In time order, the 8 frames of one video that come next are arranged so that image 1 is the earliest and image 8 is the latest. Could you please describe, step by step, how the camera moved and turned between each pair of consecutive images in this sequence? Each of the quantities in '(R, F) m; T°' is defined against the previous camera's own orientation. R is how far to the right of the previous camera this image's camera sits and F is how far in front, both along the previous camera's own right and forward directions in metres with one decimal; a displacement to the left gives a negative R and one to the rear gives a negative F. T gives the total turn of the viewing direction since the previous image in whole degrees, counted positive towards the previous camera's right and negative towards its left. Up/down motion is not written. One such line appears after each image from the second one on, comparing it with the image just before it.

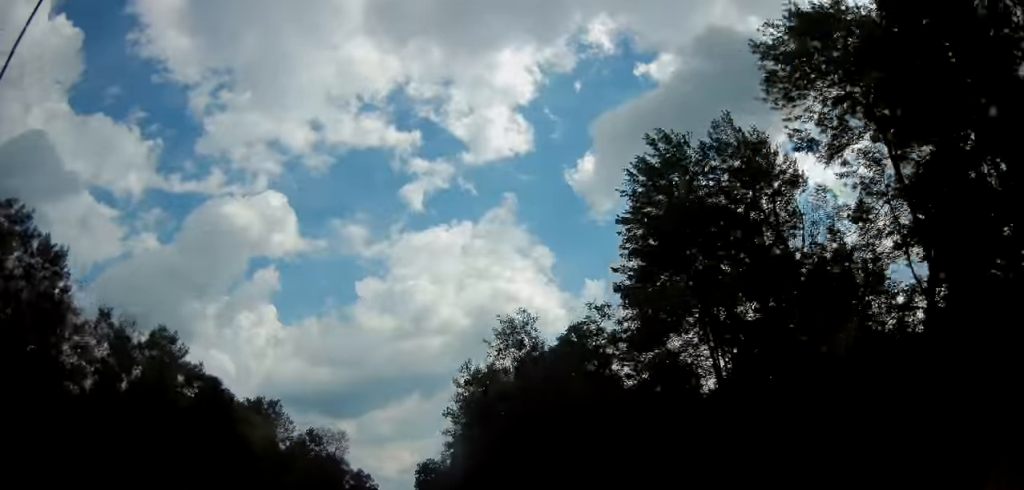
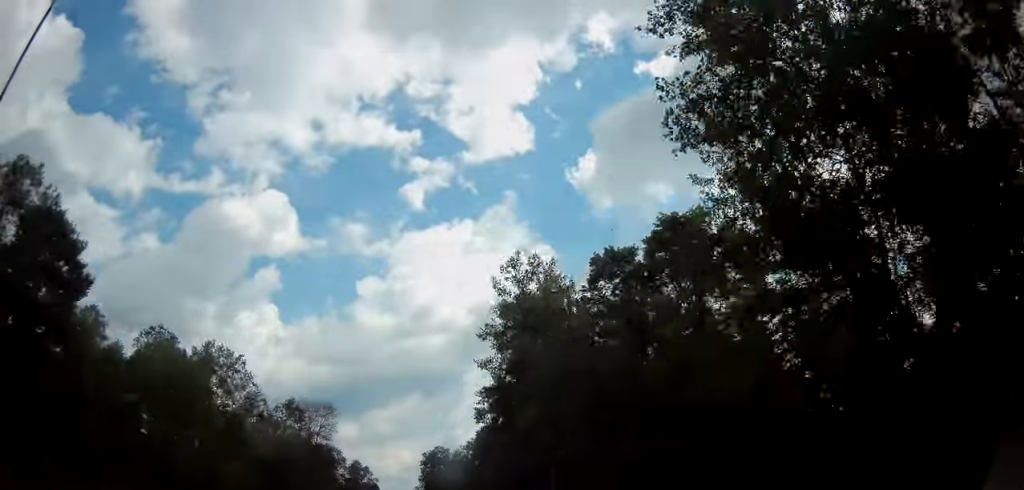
(0.0, +24.2) m; 0°
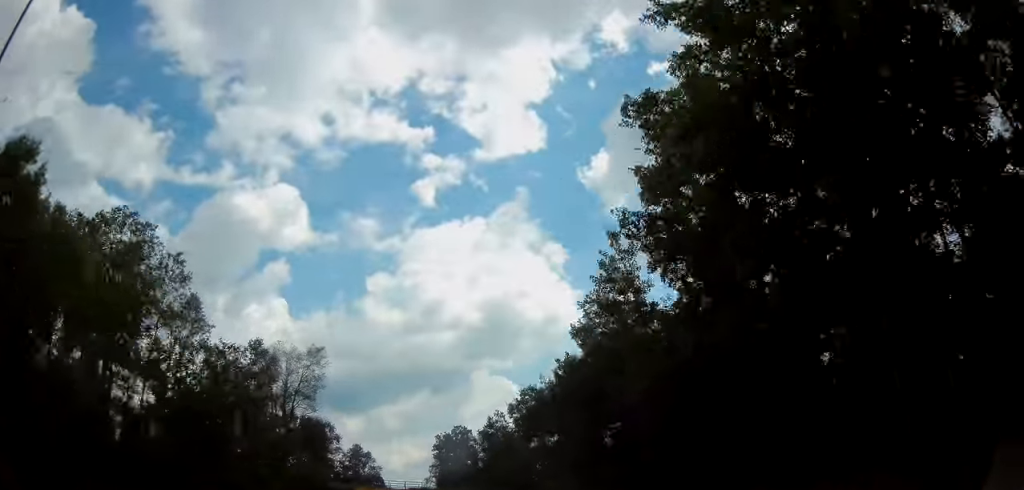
(0.0, +24.4) m; 0°
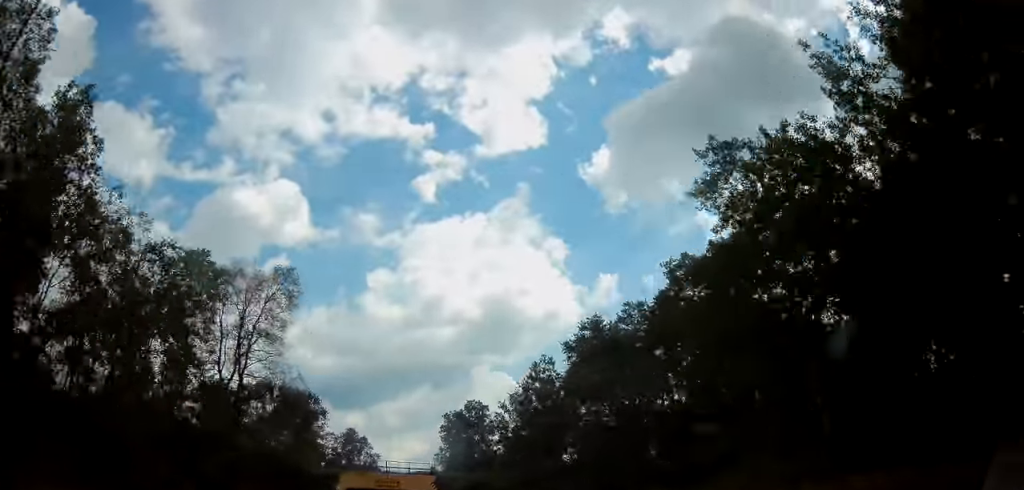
(+0.1, +18.7) m; 0°
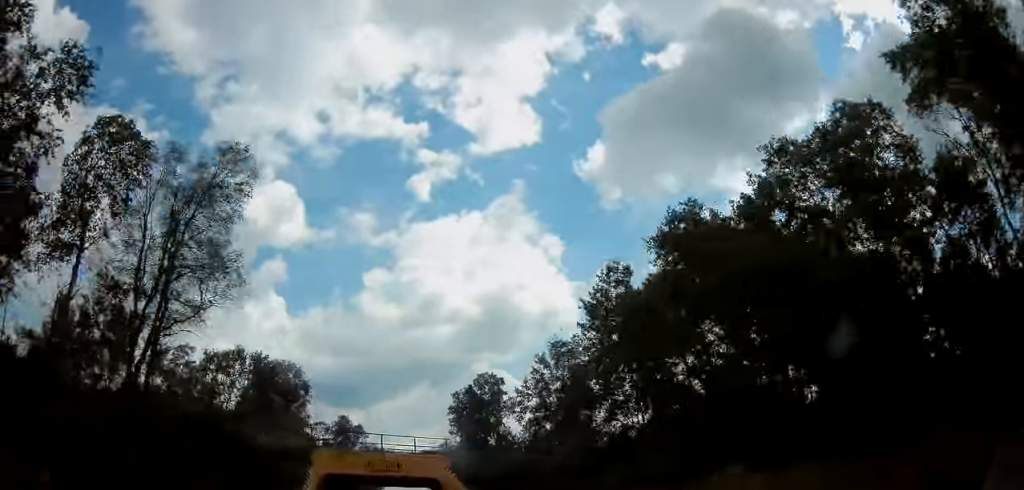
(0.0, +14.7) m; 0°
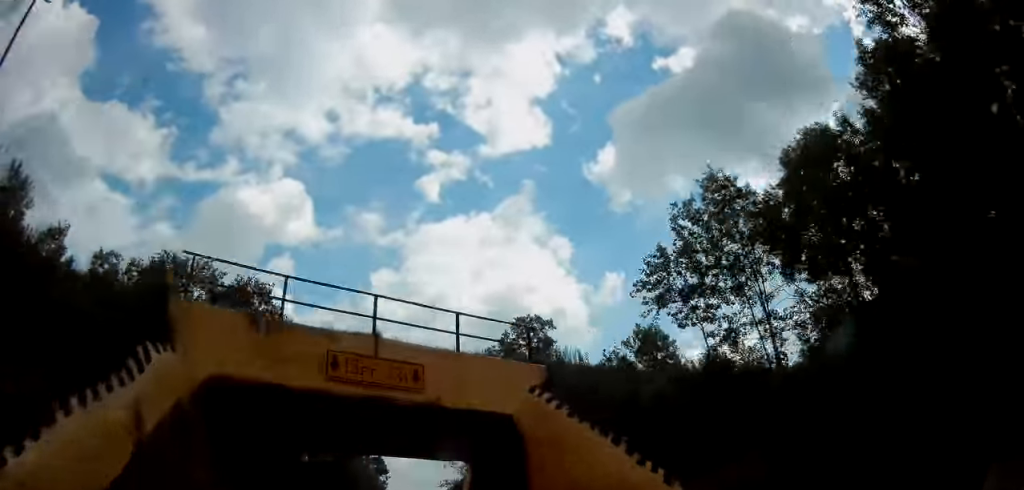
(-0.1, +20.6) m; -1°
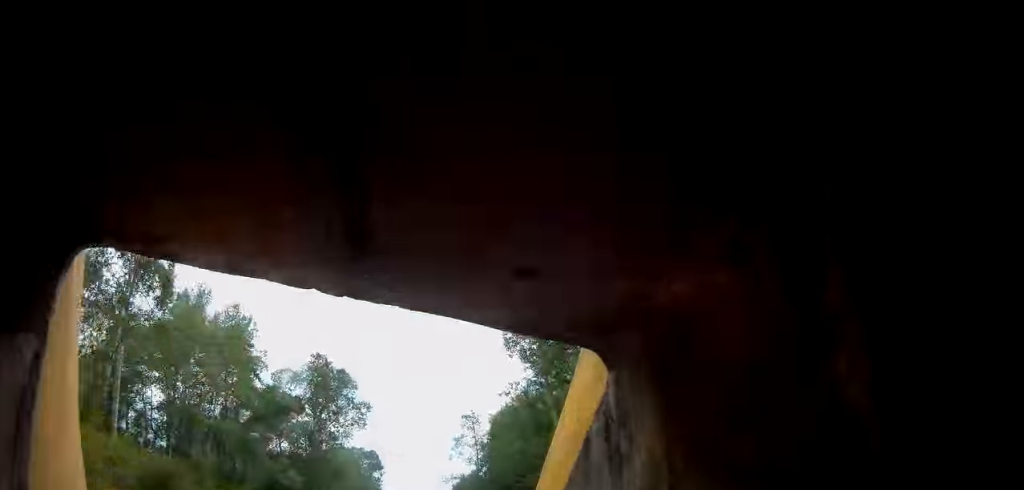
(-0.1, +16.6) m; 0°
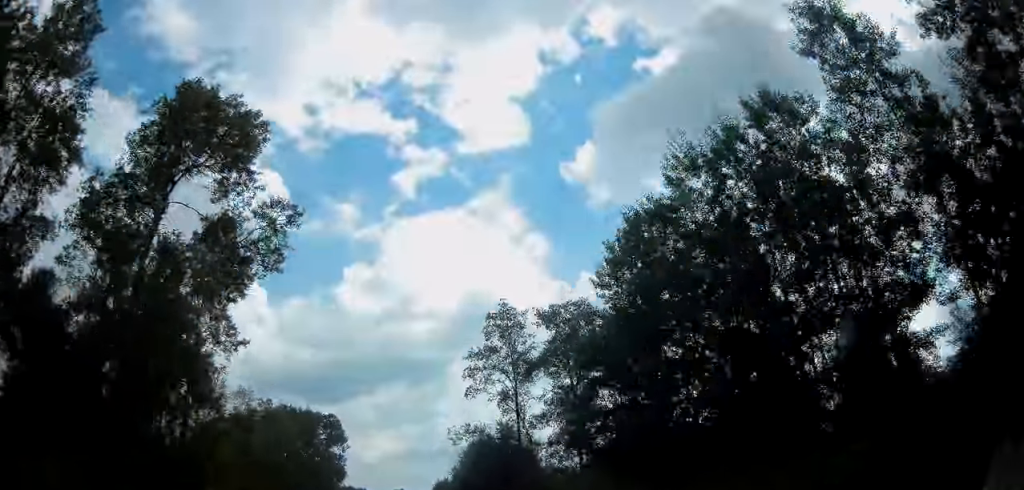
(+0.6, +41.8) m; +2°
